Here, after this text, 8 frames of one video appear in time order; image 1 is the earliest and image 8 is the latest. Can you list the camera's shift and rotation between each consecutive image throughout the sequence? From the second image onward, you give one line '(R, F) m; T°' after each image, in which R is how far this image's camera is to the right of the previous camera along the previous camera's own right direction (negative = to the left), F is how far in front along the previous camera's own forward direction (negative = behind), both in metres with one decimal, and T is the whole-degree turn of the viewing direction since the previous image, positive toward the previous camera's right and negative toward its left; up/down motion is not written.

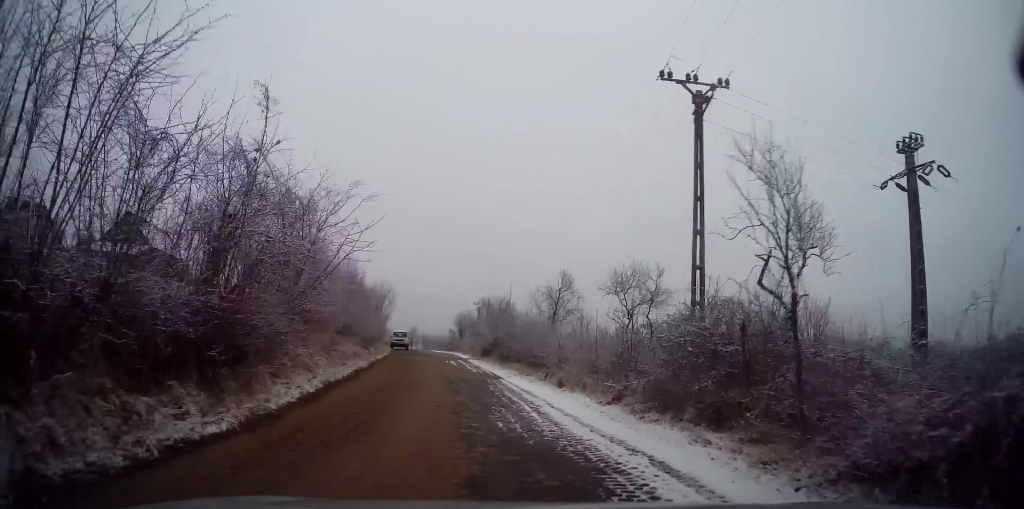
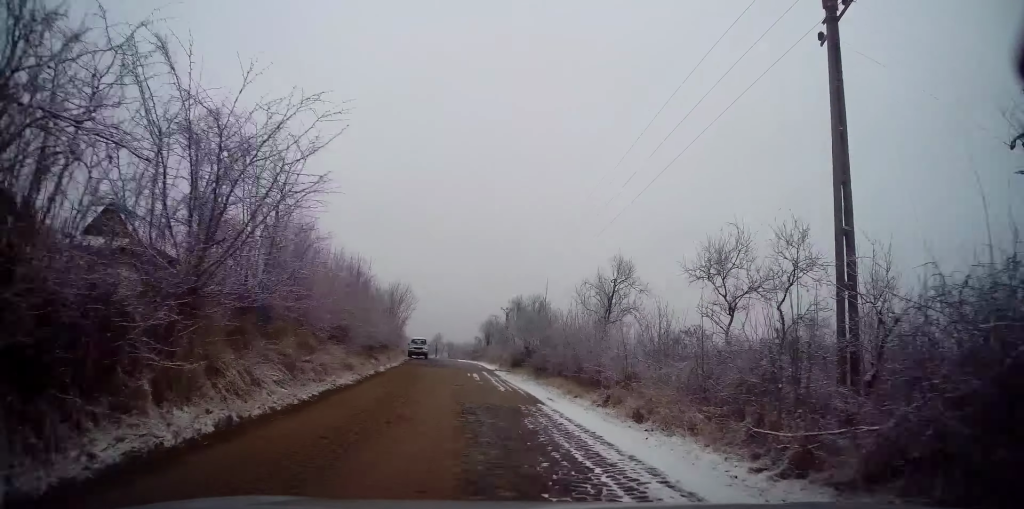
(0.0, +5.6) m; -3°
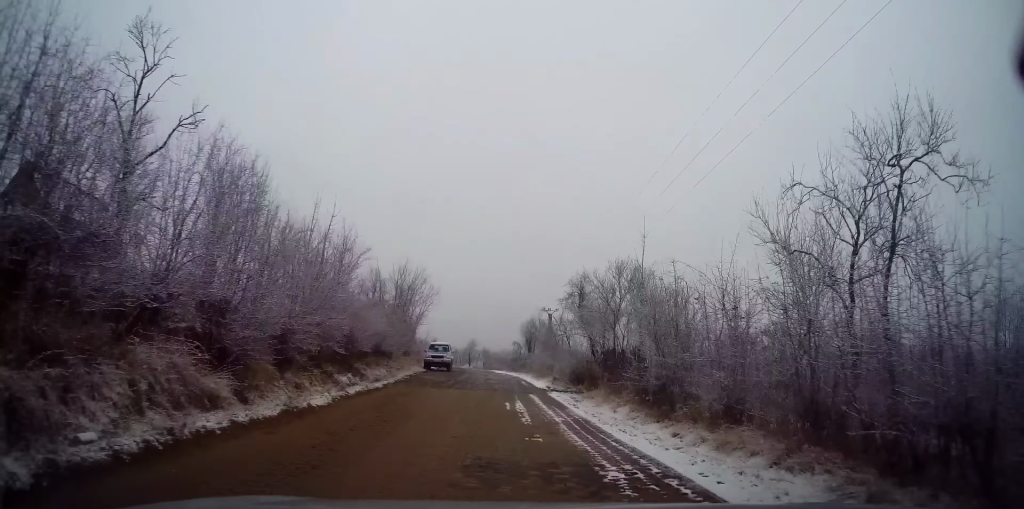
(-0.6, +11.5) m; -3°
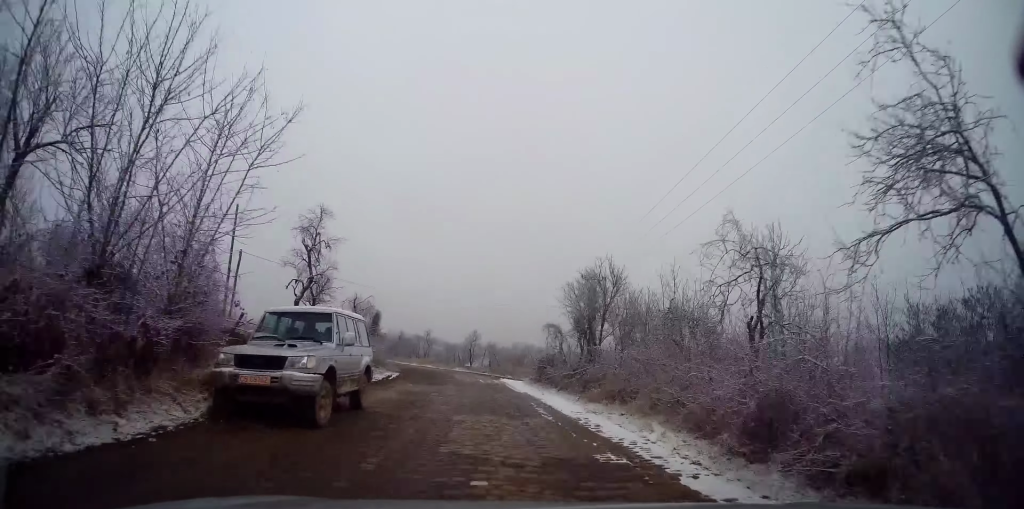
(-1.3, +26.4) m; -3°
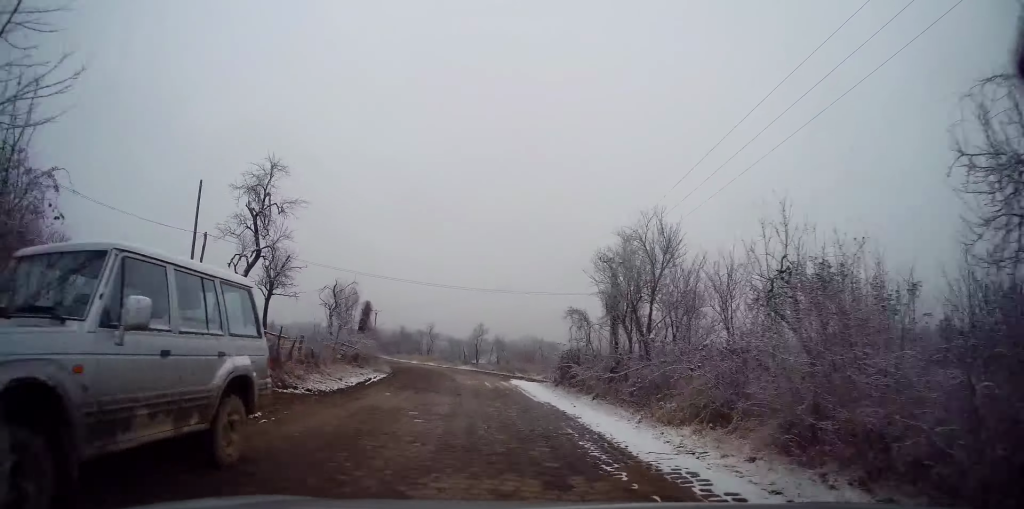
(+0.2, +5.7) m; 0°
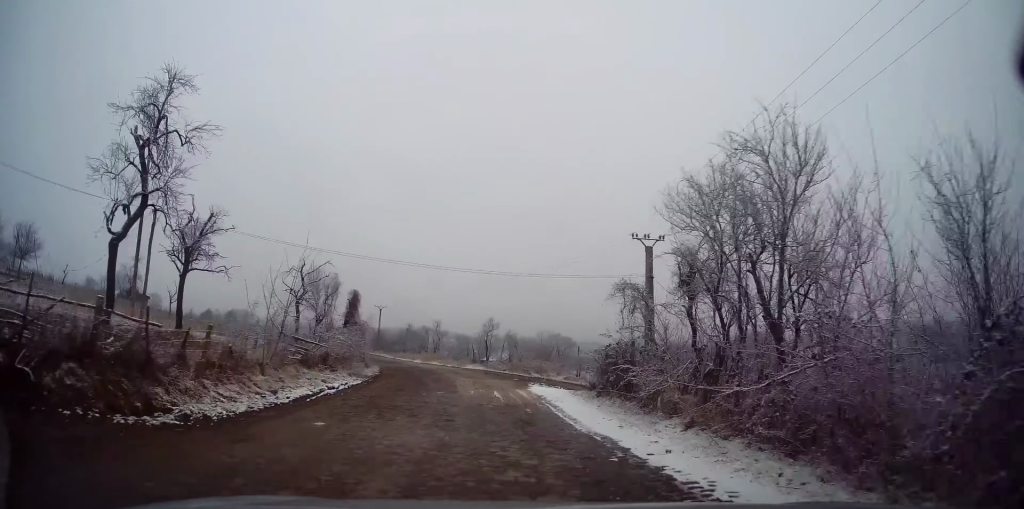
(+0.2, +6.5) m; 0°
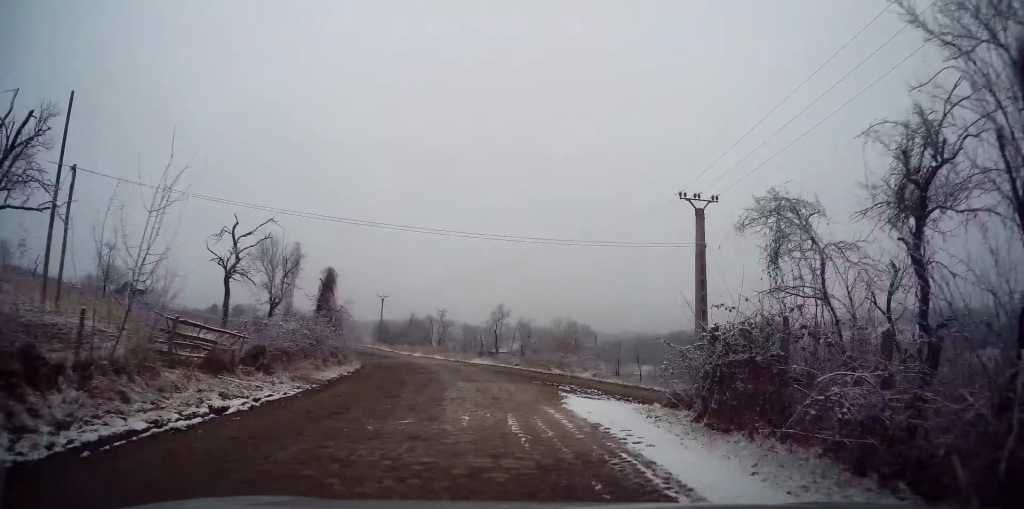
(-0.2, +7.0) m; -3°
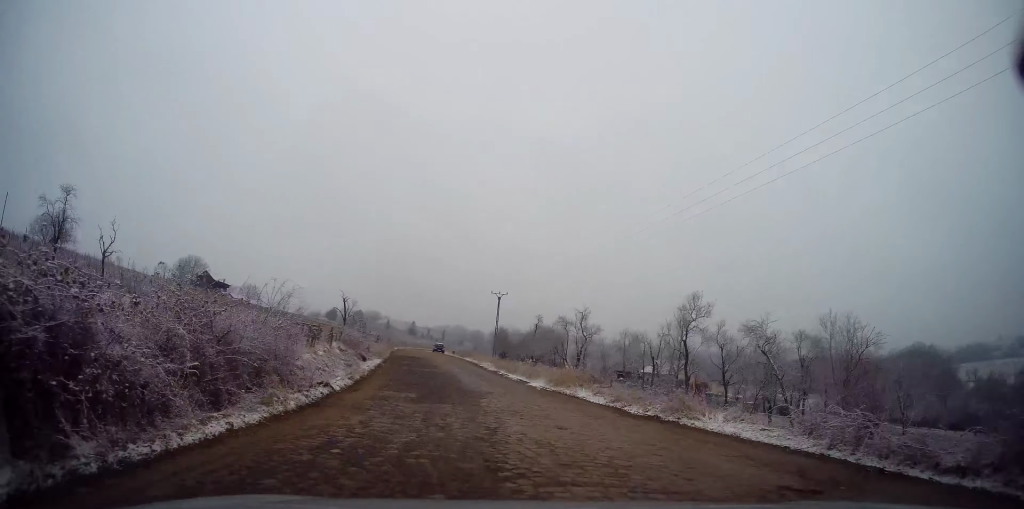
(-3.1, +25.8) m; -13°
